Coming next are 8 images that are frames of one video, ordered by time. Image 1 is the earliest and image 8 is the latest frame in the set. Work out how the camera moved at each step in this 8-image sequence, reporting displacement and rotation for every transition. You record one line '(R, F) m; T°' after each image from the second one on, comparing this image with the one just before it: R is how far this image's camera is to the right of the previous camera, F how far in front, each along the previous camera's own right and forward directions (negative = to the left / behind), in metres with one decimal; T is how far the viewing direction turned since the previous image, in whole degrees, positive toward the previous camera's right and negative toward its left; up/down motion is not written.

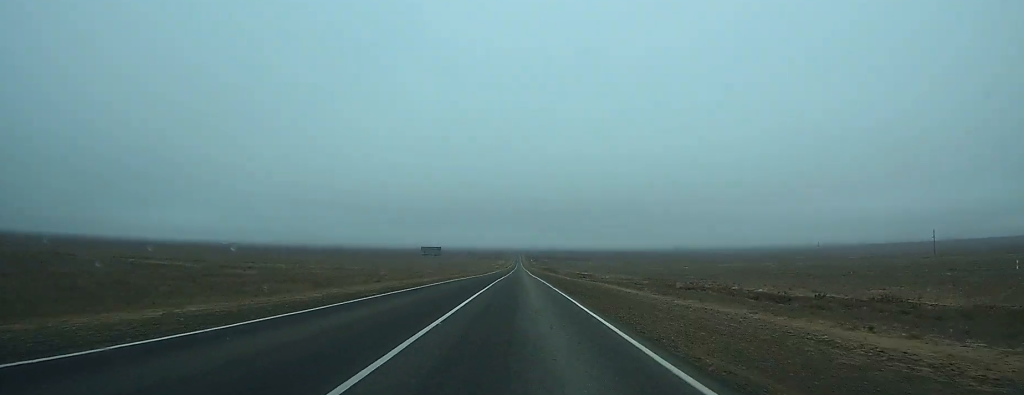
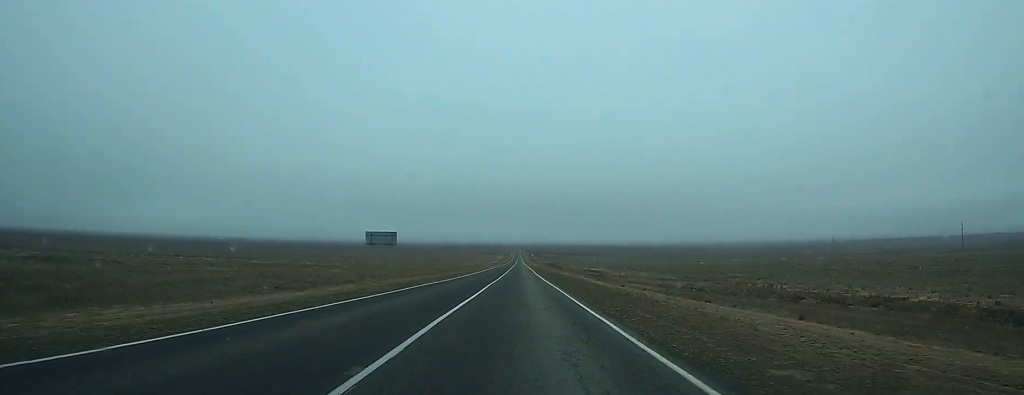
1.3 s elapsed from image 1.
(0.0, +31.1) m; 0°
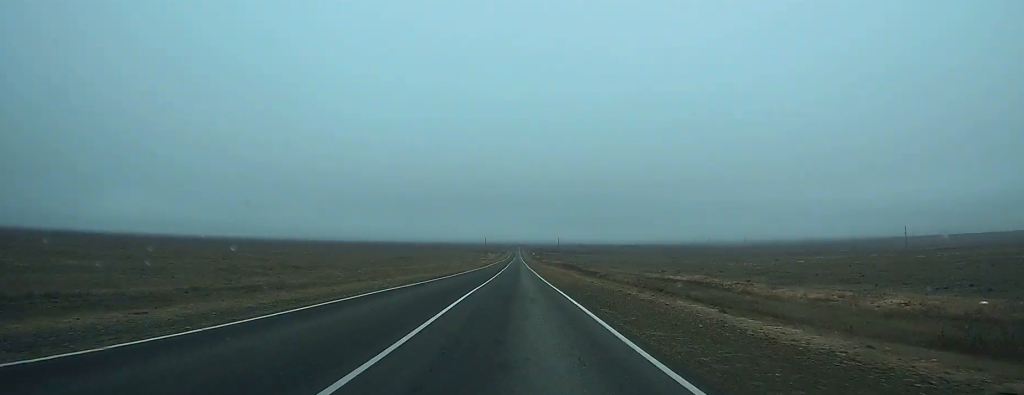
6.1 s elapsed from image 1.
(+0.1, +131.8) m; 0°
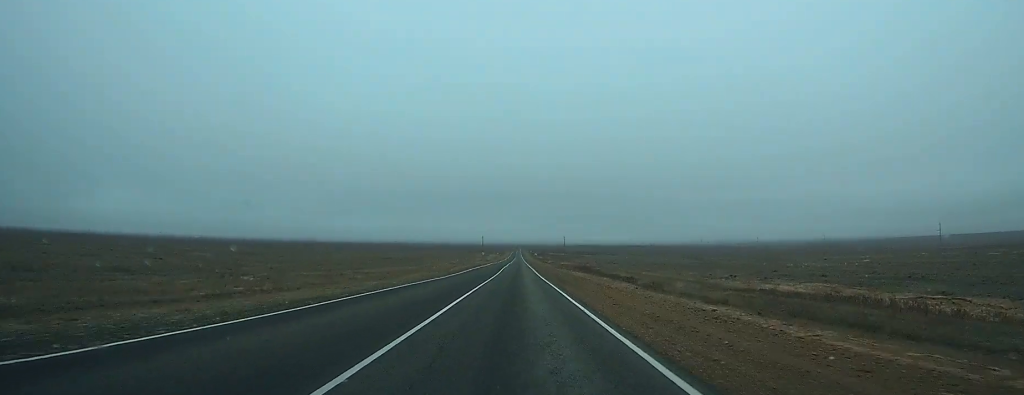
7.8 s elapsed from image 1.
(+0.1, +44.5) m; 0°
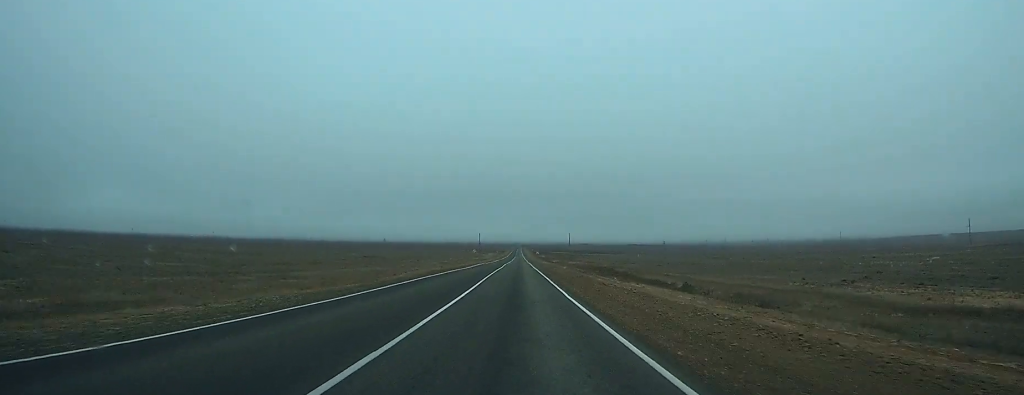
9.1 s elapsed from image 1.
(0.0, +33.0) m; 0°
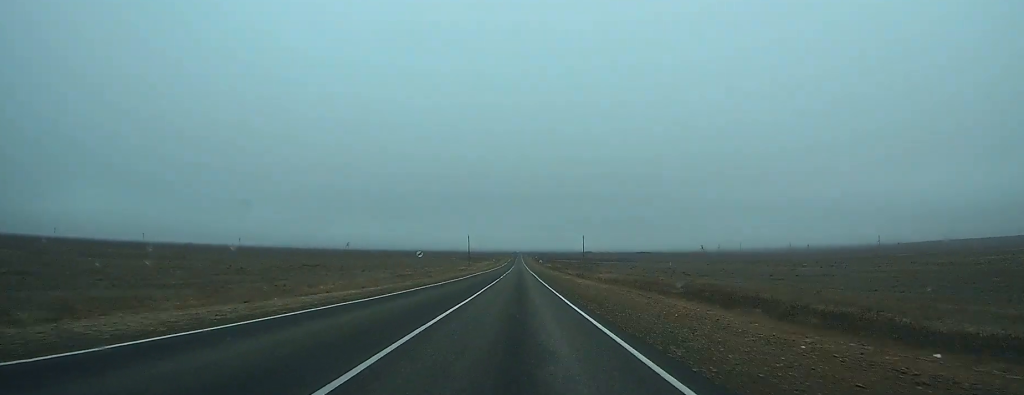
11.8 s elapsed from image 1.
(0.0, +71.8) m; 0°
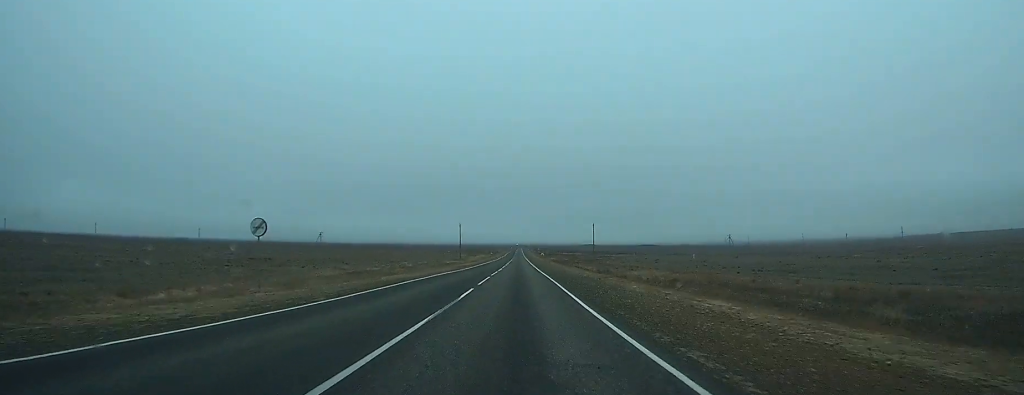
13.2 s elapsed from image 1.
(+0.1, +39.8) m; 0°
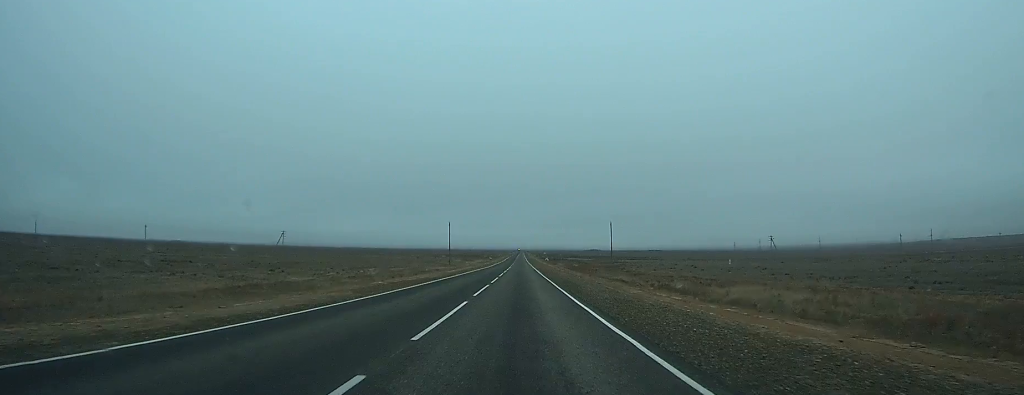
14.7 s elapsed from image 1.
(0.0, +41.7) m; 0°
